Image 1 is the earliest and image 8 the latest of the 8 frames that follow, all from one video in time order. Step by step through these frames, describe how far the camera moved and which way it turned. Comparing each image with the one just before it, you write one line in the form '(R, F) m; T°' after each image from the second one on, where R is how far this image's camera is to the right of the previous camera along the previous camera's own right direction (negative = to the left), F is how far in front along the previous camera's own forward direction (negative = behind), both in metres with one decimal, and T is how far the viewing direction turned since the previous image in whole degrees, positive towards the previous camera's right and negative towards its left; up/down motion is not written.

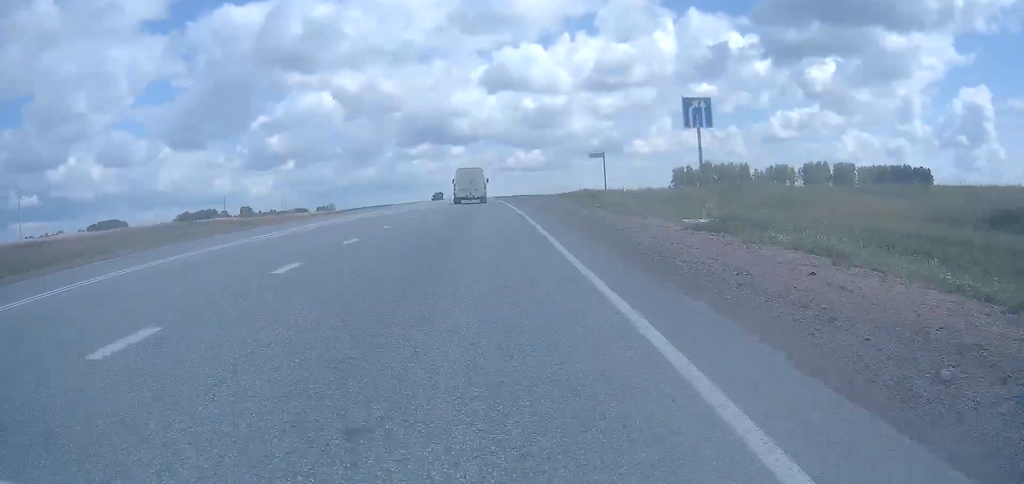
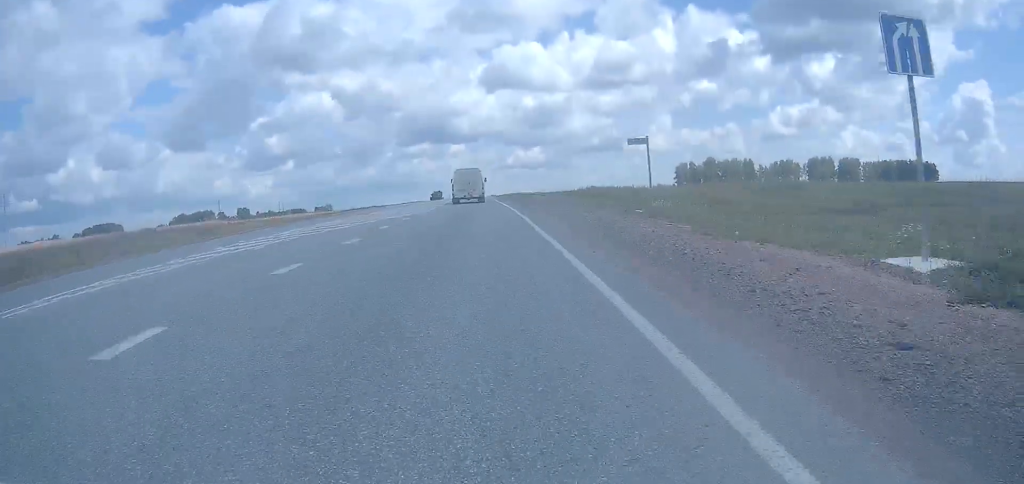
(+0.1, +7.7) m; 0°
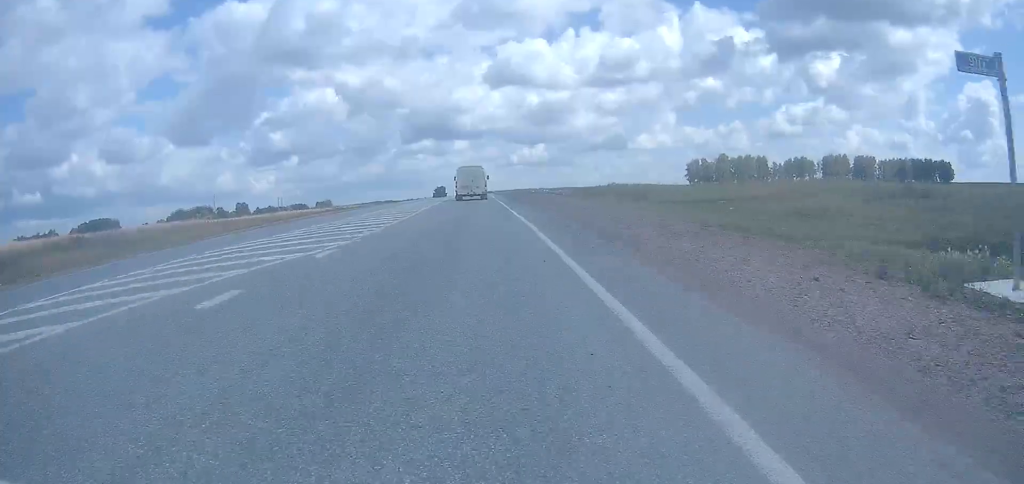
(-0.1, +14.2) m; -1°
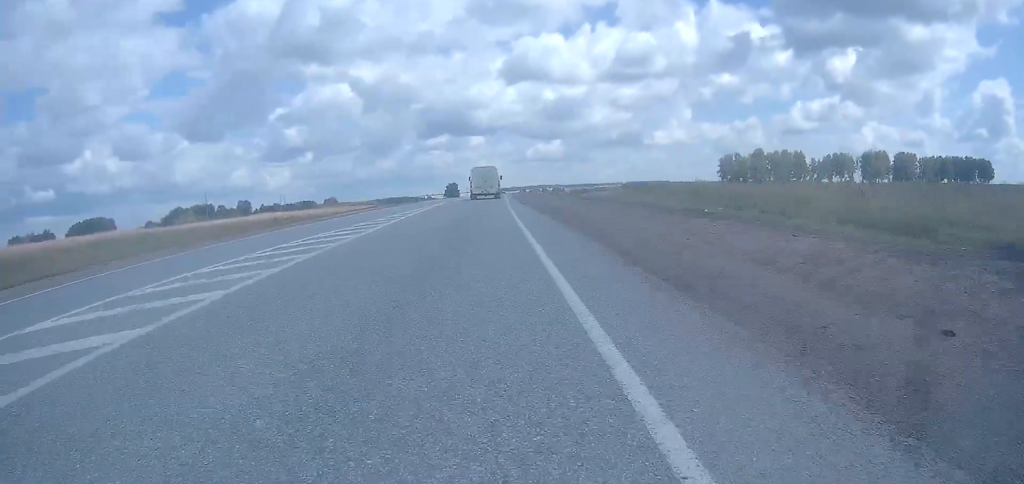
(0.0, +32.5) m; 0°
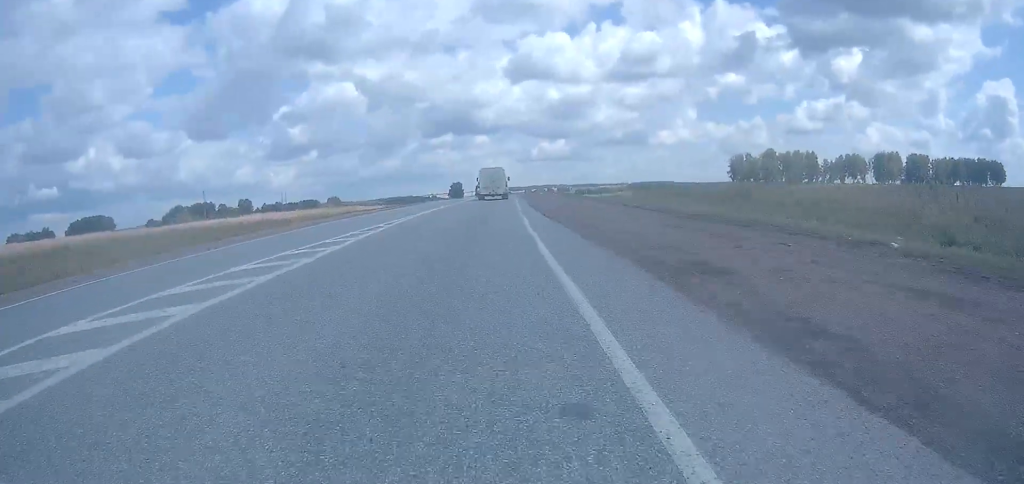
(0.0, +9.1) m; 0°
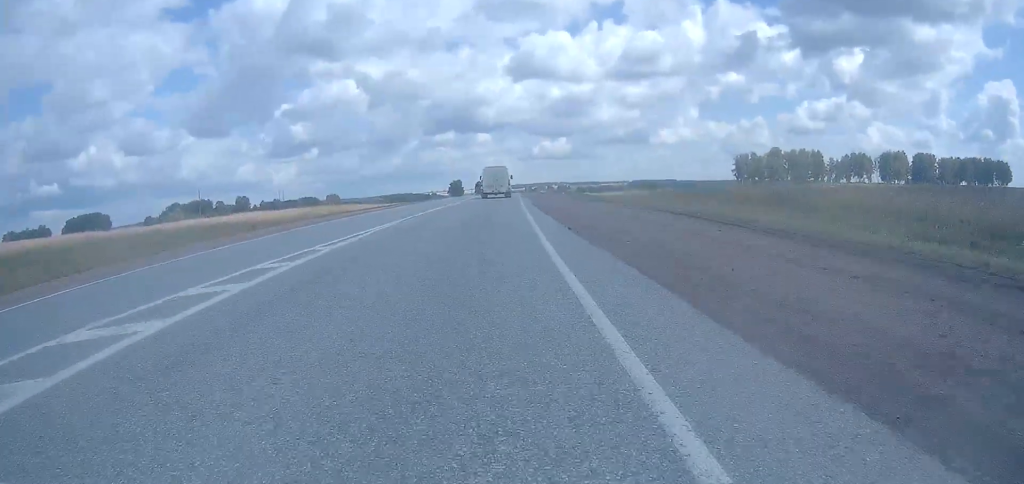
(0.0, +6.1) m; 0°
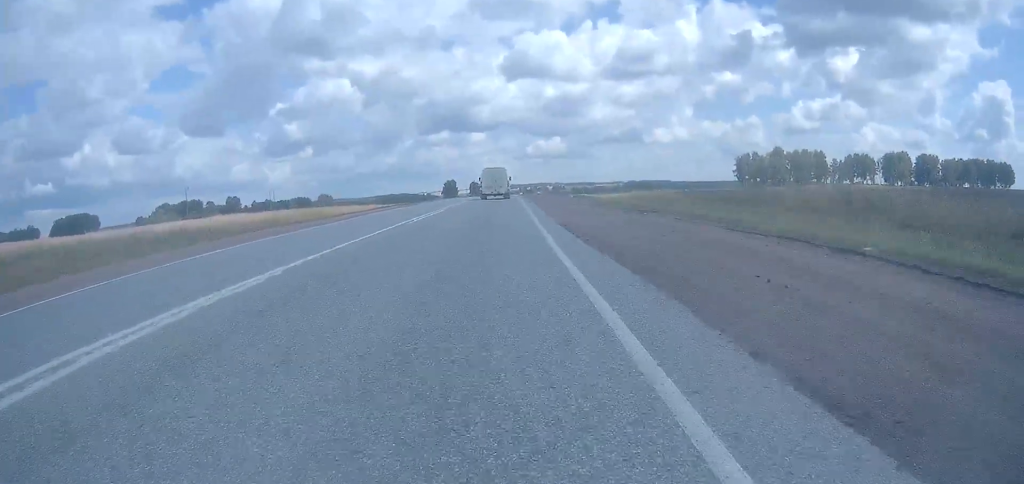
(0.0, +9.2) m; 0°
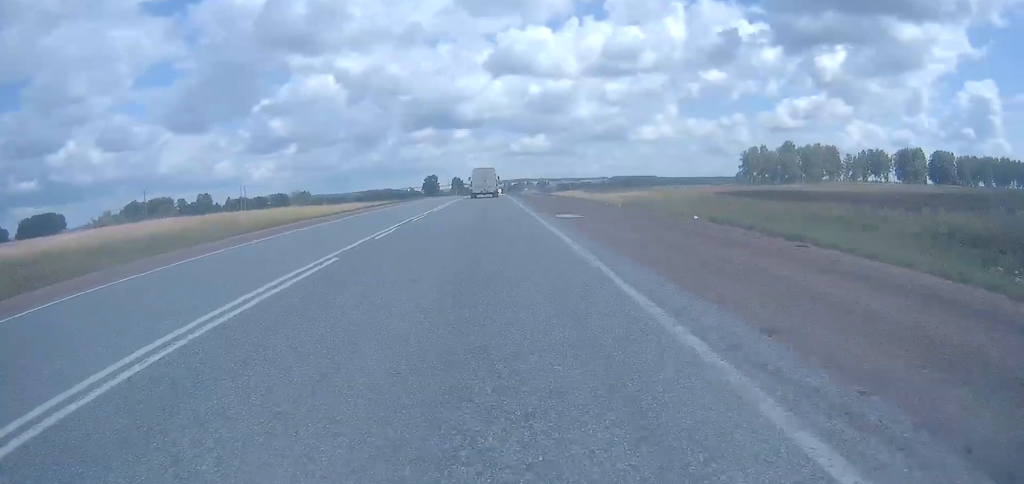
(-0.1, +30.0) m; -1°
